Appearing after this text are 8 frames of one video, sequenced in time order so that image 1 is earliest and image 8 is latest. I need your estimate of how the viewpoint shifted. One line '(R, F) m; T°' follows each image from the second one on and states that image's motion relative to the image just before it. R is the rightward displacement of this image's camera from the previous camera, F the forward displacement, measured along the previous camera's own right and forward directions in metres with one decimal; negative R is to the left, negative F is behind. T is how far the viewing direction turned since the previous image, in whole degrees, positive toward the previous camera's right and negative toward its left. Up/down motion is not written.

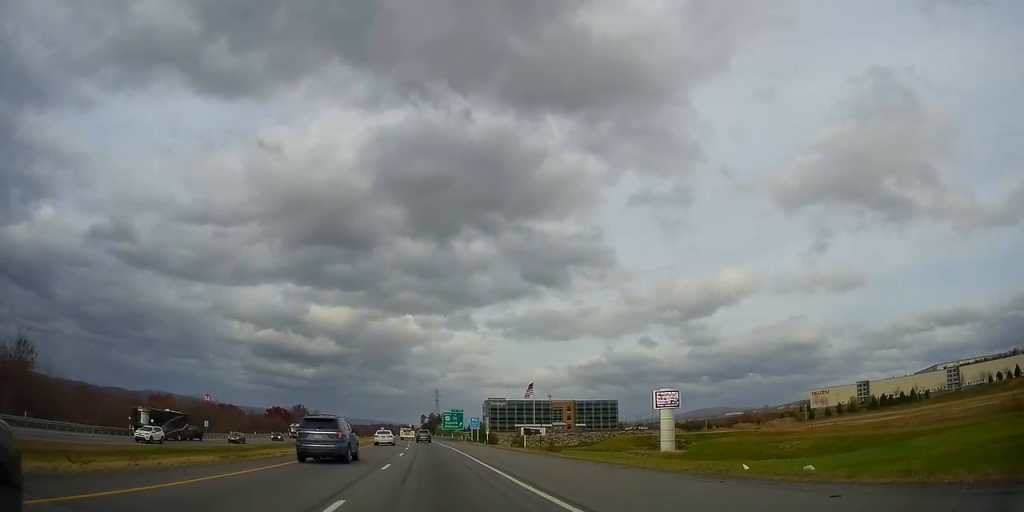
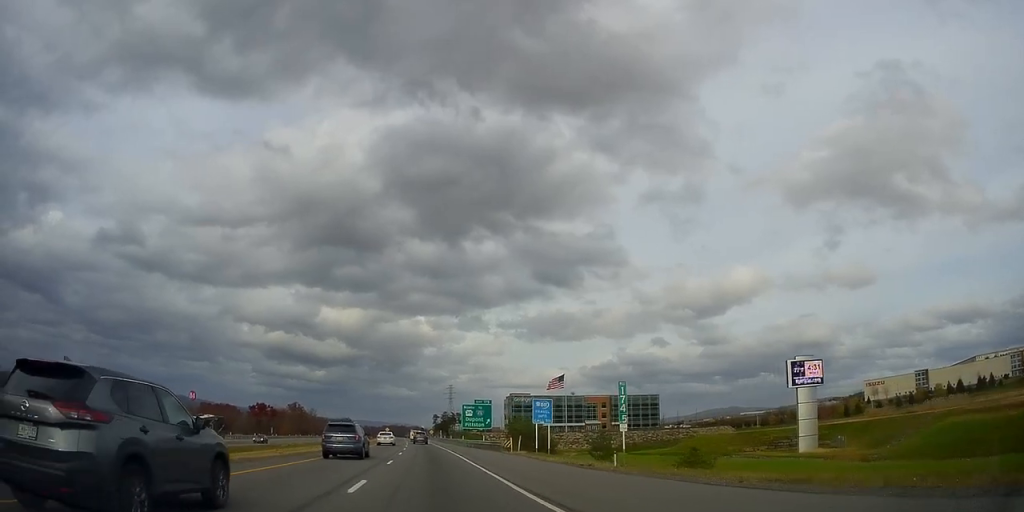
(-0.5, +43.1) m; -2°
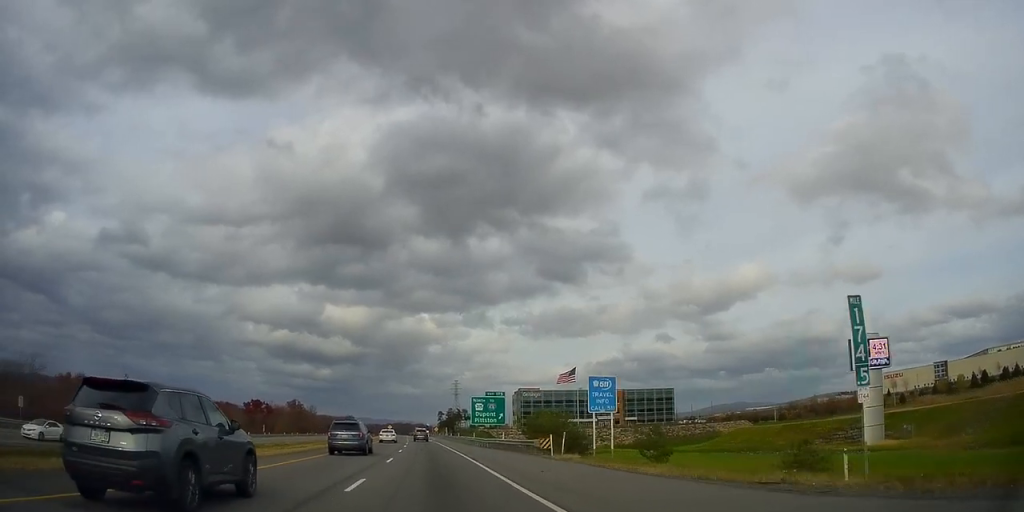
(-0.1, +12.4) m; 0°
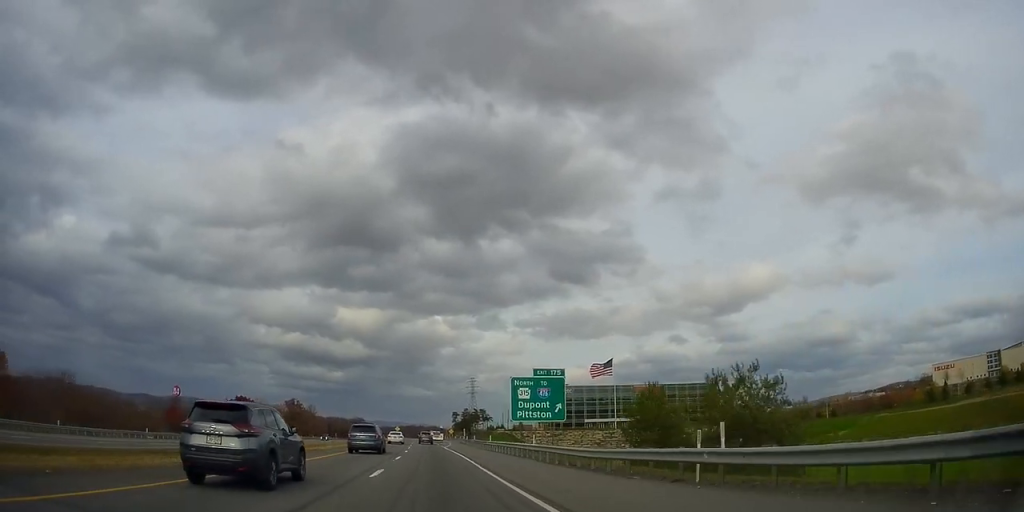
(0.0, +31.6) m; 0°
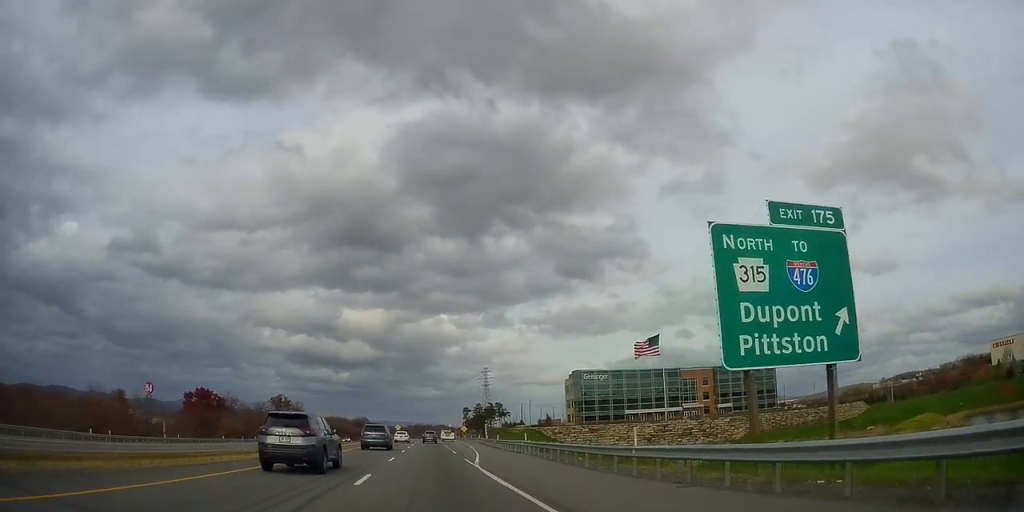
(-0.2, +38.1) m; -2°
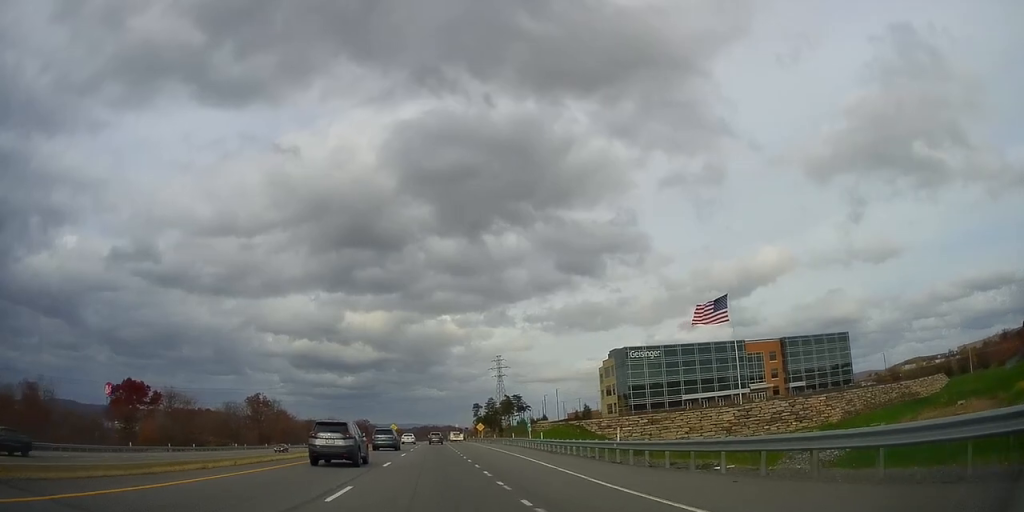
(-0.9, +40.0) m; 0°
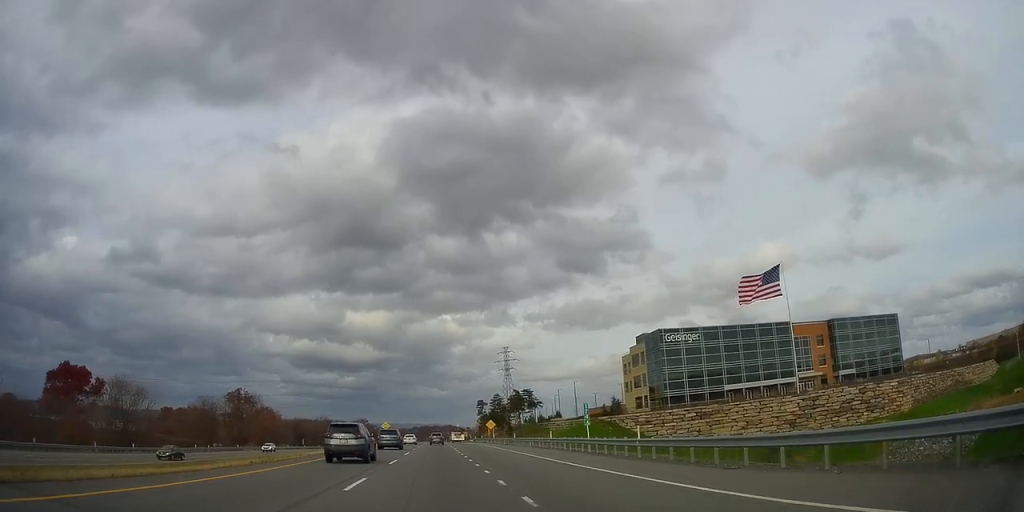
(+0.7, +22.0) m; 0°
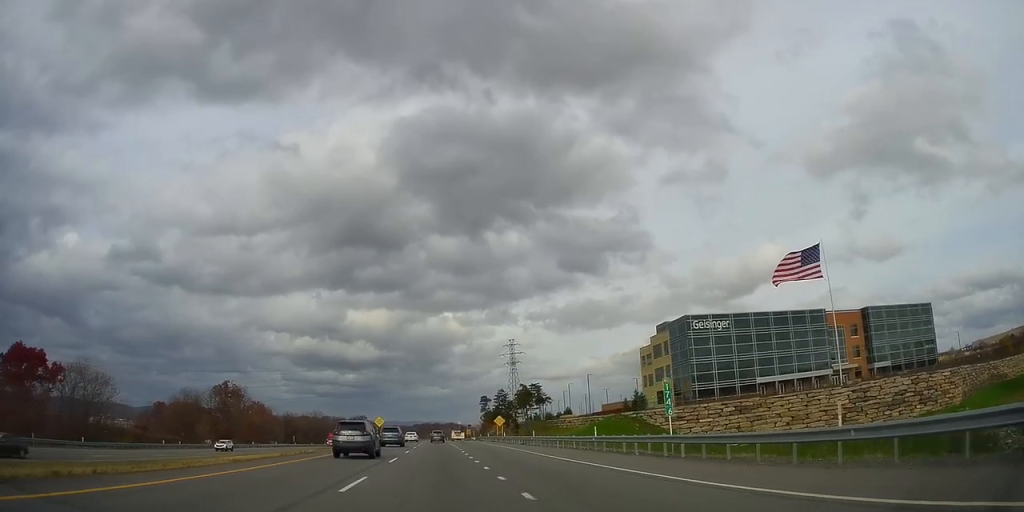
(-0.2, +13.0) m; 0°
